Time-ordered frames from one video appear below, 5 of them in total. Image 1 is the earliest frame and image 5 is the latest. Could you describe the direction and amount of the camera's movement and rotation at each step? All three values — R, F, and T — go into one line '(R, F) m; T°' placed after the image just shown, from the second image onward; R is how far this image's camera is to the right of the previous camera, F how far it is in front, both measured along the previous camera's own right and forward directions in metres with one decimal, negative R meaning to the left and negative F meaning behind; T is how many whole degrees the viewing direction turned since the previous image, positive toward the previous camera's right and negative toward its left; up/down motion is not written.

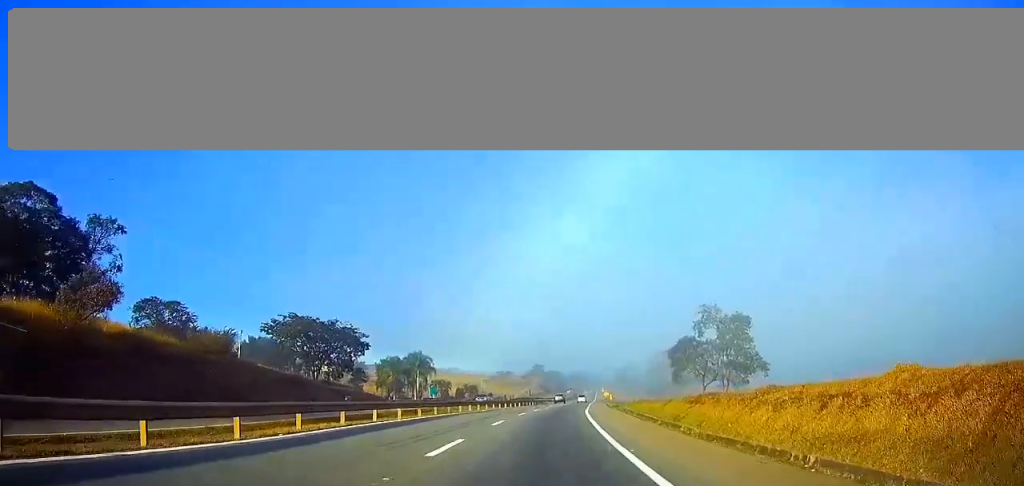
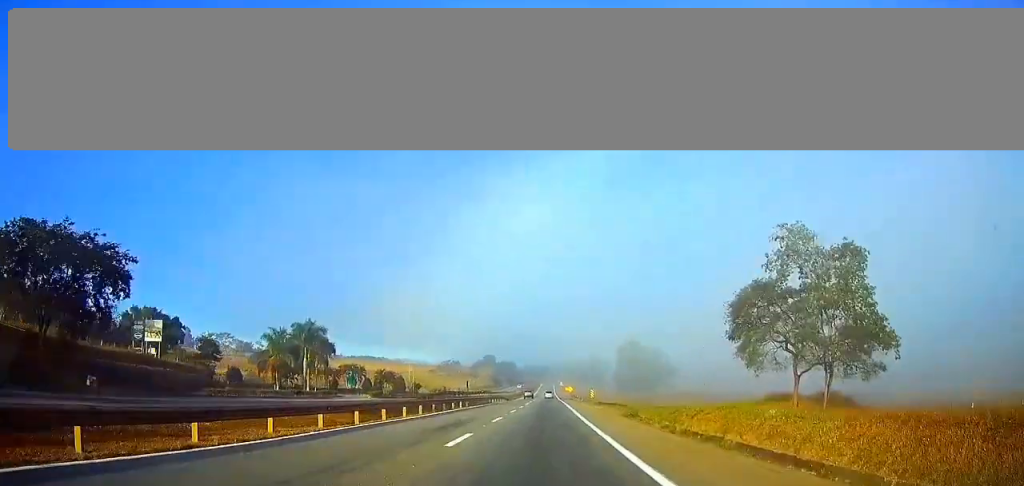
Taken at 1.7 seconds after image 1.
(+1.2, +45.7) m; +3°
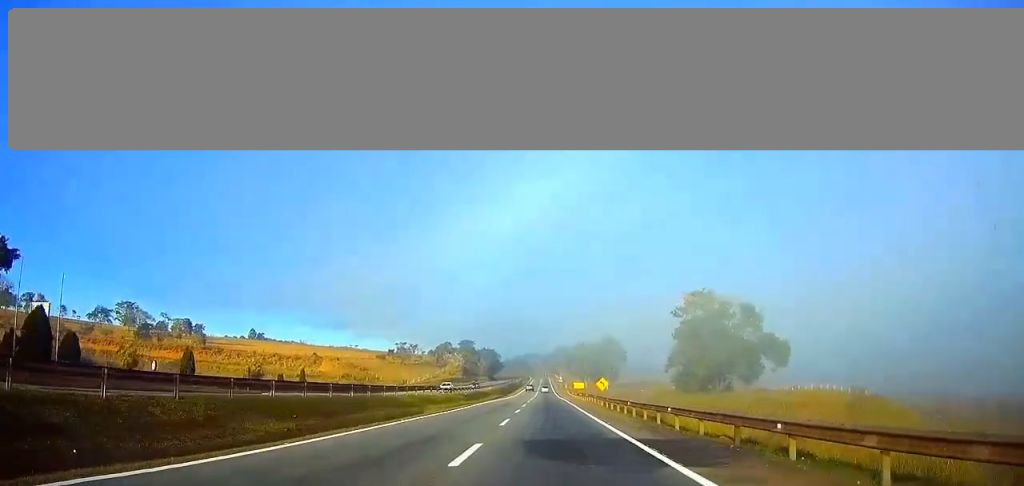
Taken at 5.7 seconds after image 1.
(+3.5, +111.3) m; +2°
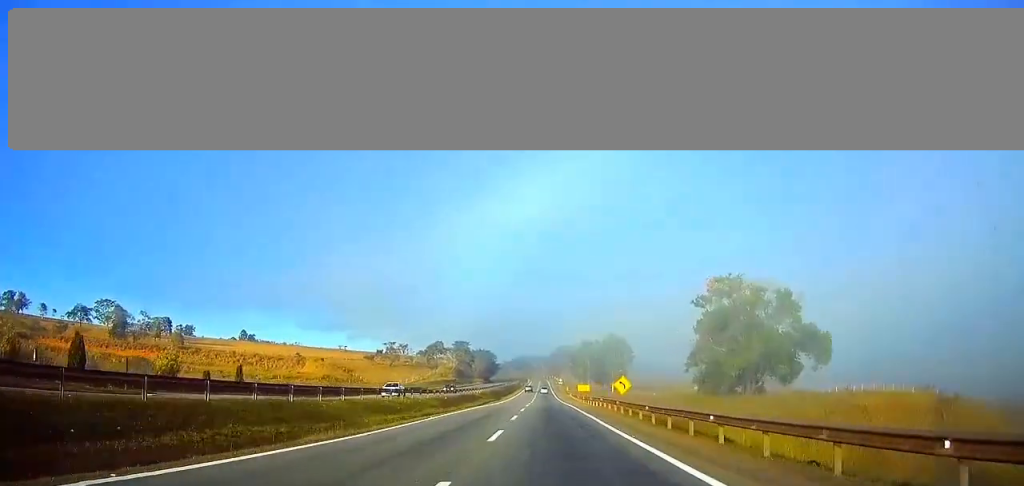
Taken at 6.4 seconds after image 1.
(-0.1, +18.1) m; 0°
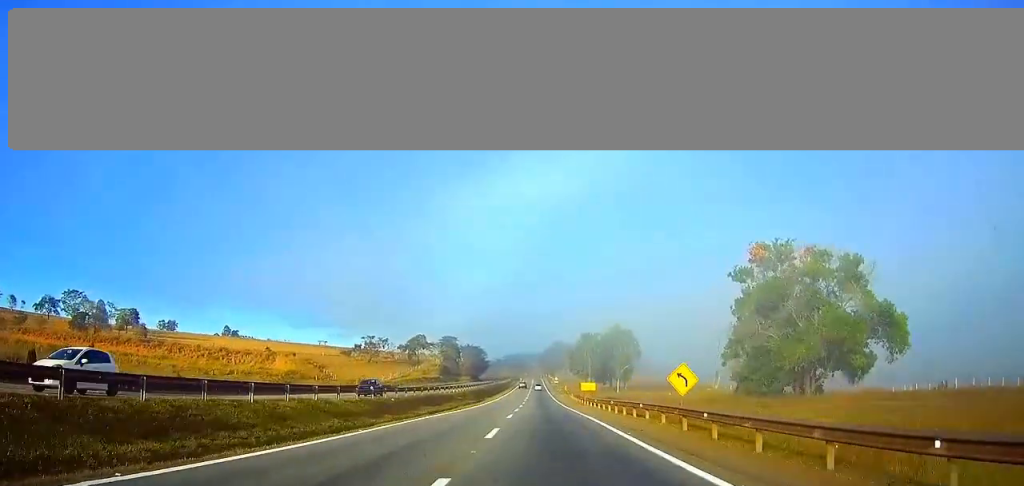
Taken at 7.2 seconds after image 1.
(0.0, +24.0) m; 0°
